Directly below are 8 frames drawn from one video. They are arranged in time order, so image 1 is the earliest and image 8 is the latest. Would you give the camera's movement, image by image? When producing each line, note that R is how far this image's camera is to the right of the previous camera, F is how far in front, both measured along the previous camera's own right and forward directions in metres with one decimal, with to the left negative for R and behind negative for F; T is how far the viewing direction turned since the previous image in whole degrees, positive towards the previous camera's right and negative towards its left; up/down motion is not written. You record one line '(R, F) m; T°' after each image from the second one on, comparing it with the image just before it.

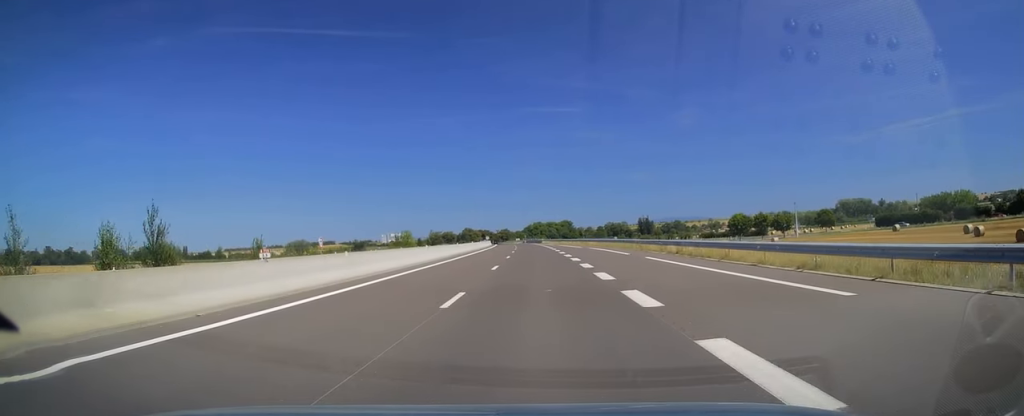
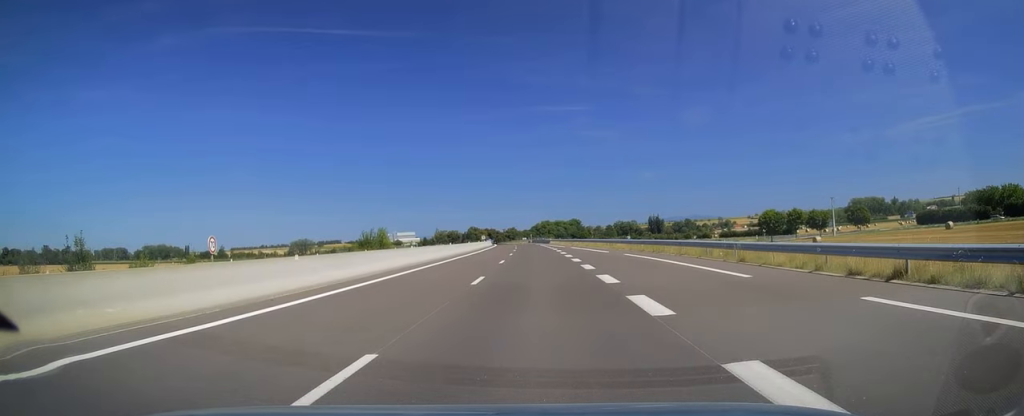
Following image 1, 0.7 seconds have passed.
(-0.2, +20.5) m; -1°
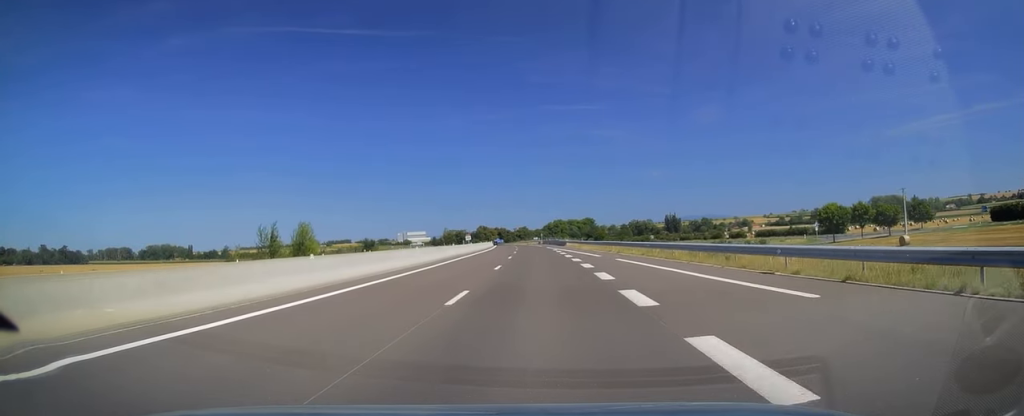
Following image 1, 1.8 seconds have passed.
(-0.5, +30.8) m; -1°
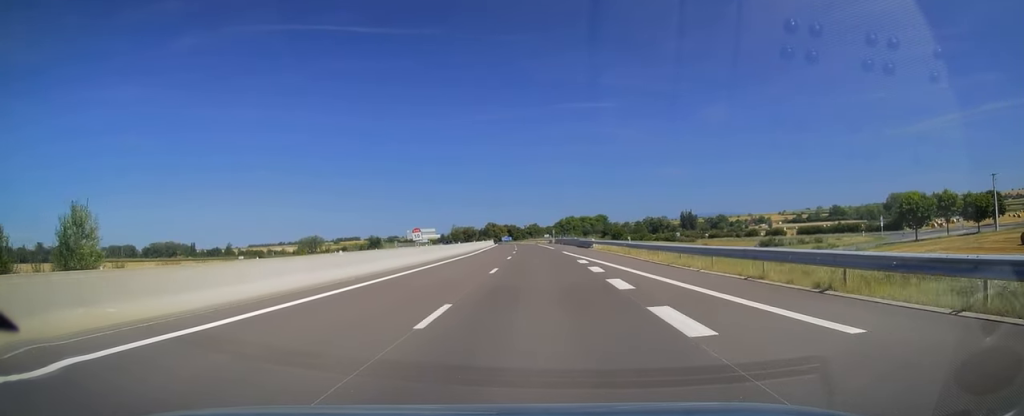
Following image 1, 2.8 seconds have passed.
(0.0, +29.4) m; 0°
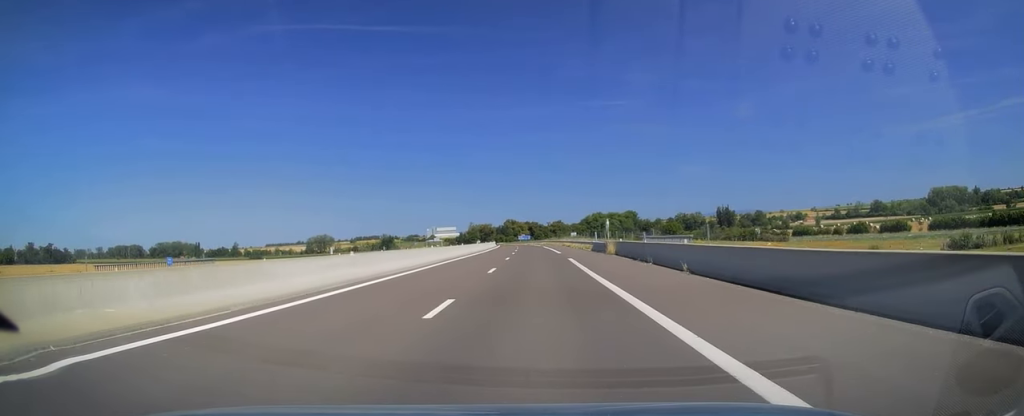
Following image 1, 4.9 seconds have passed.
(-1.4, +63.7) m; -3°
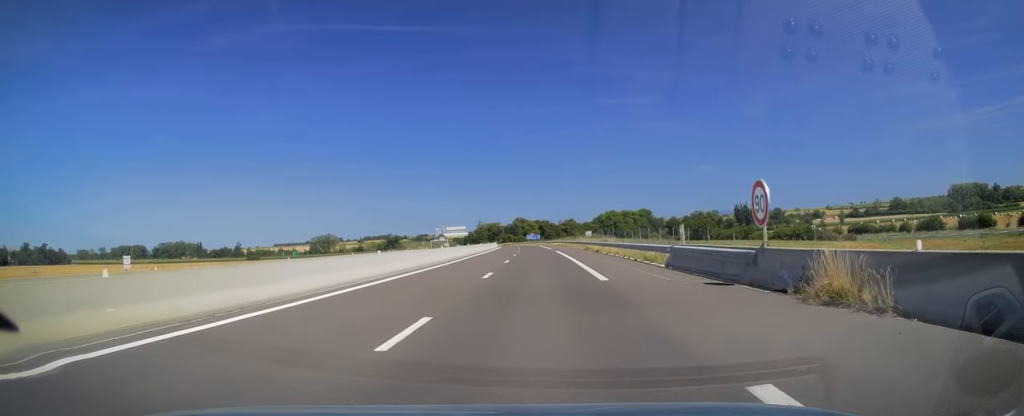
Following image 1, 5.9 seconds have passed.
(-0.4, +29.0) m; -1°
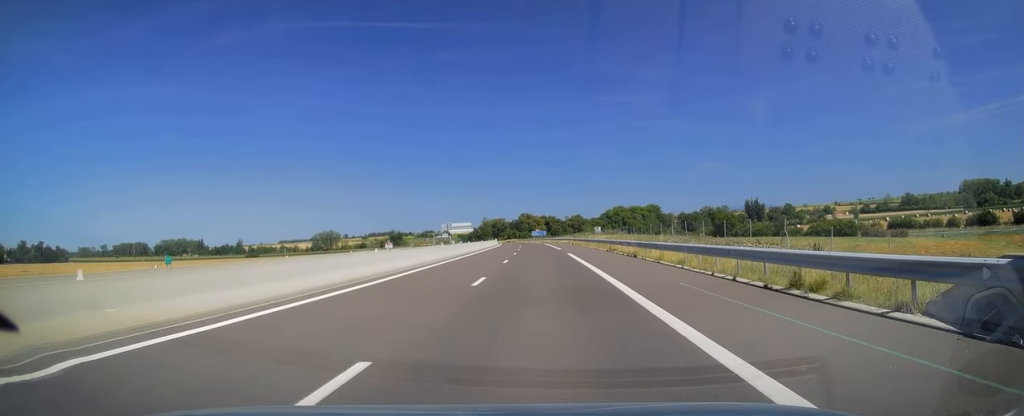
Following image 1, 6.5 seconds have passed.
(-0.2, +16.7) m; 0°
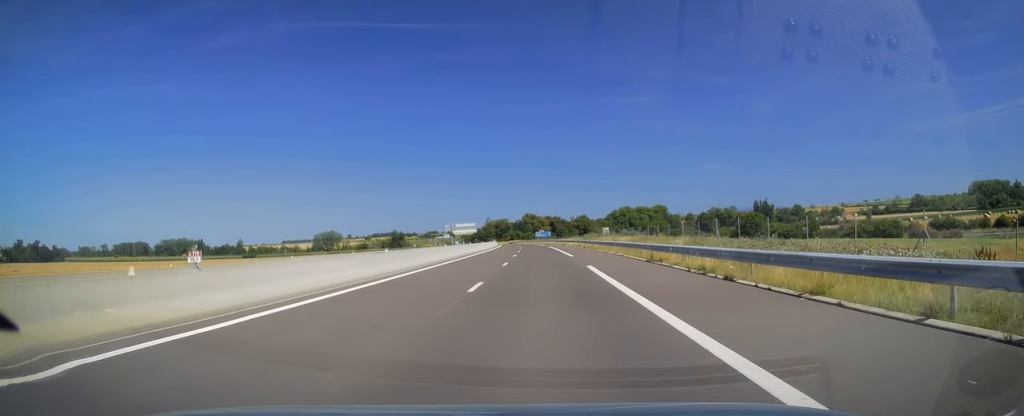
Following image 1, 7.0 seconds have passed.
(-0.1, +14.7) m; 0°
